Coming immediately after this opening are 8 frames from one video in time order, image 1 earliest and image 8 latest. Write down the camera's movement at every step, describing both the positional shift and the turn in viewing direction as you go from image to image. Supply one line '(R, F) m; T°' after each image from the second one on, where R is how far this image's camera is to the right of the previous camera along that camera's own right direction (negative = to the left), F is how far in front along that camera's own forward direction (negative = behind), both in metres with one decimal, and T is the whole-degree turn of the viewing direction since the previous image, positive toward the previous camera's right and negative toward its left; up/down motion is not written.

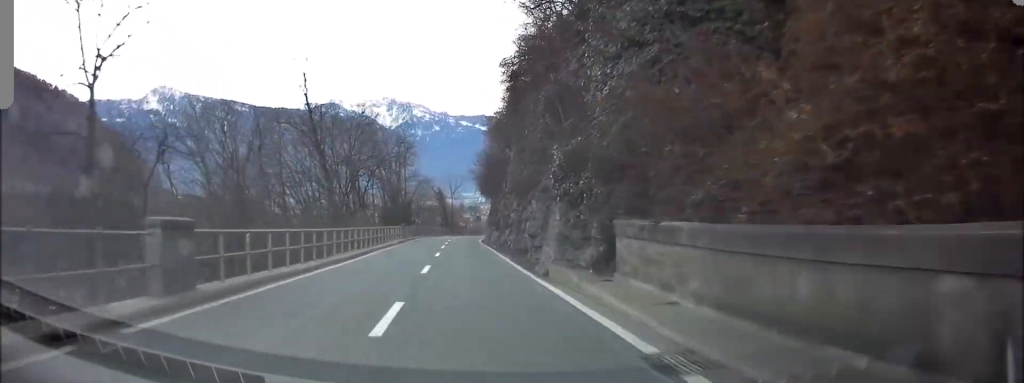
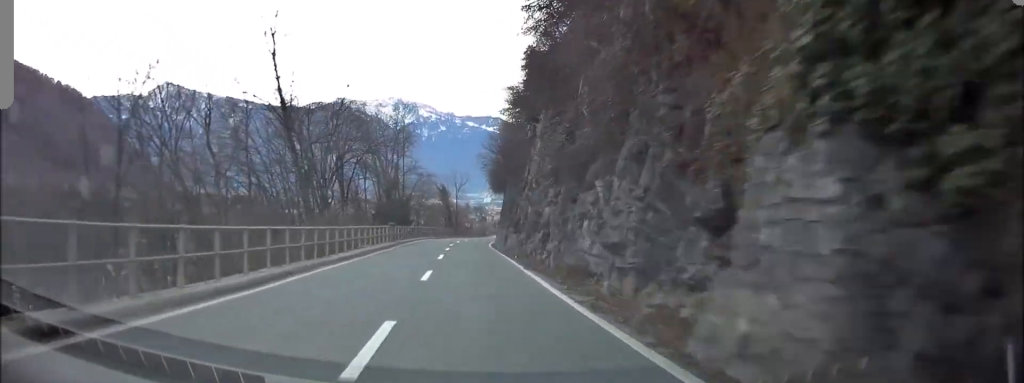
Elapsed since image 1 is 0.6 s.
(0.0, +9.4) m; 0°
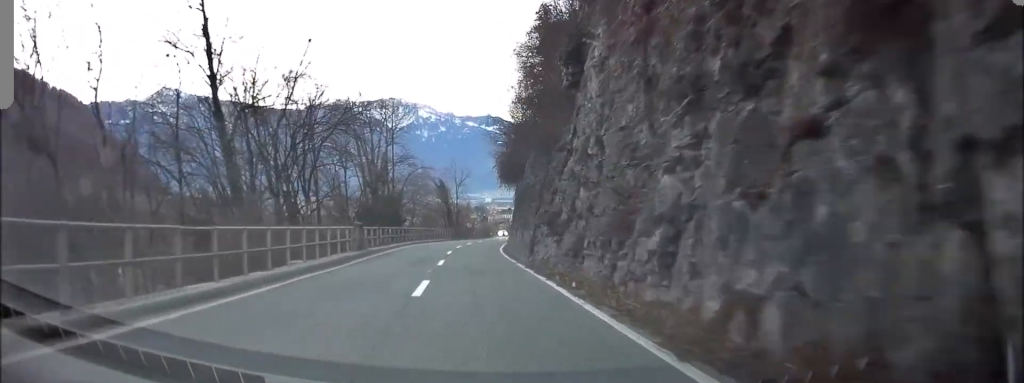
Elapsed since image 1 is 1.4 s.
(0.0, +10.8) m; +1°
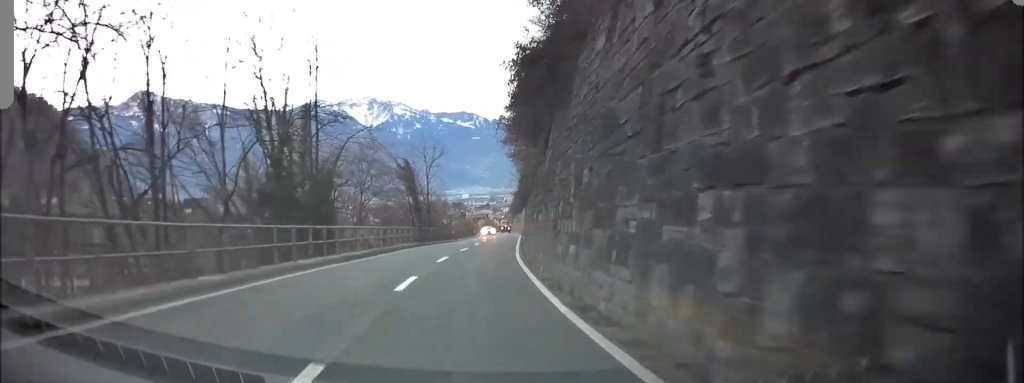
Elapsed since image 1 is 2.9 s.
(+0.6, +24.5) m; +4°
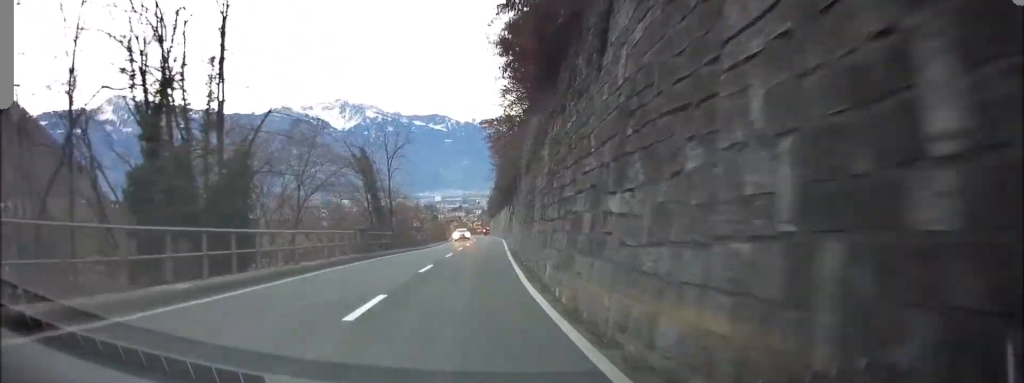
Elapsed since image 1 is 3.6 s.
(+0.3, +13.9) m; +2°
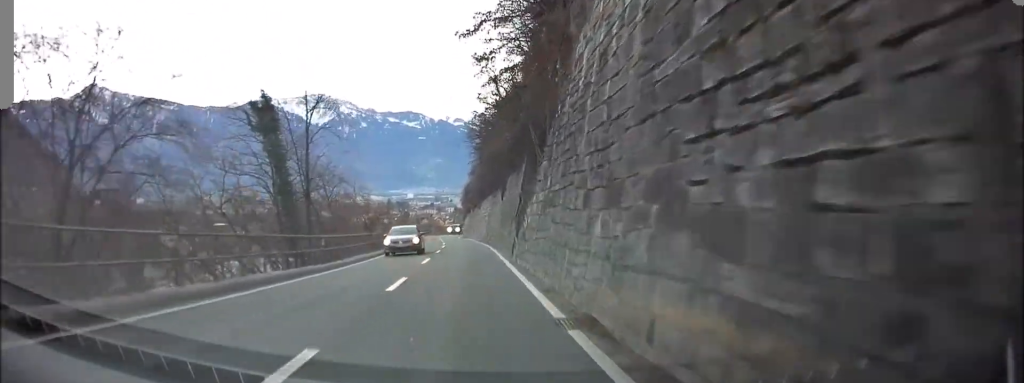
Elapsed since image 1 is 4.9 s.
(+1.0, +24.7) m; +4°
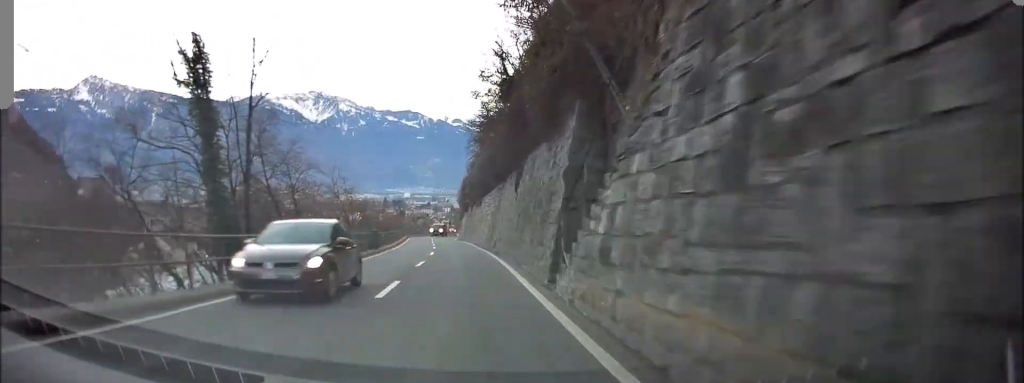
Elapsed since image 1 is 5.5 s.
(+0.2, +11.2) m; -1°
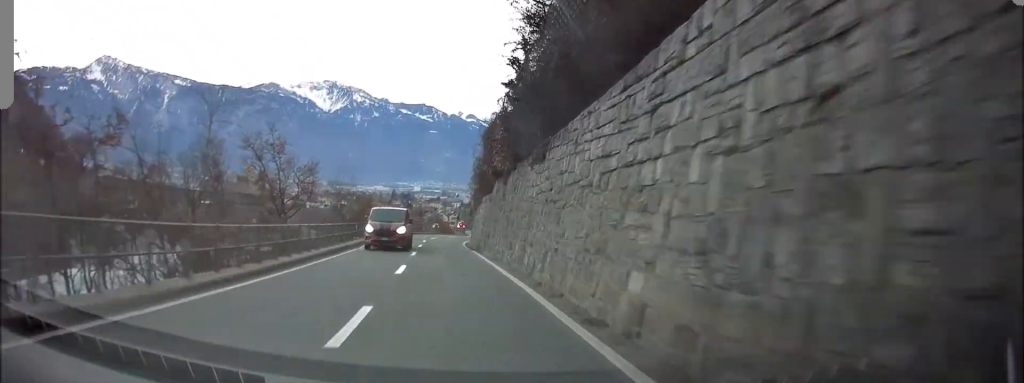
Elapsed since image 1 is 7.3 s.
(-1.9, +33.1) m; -6°
